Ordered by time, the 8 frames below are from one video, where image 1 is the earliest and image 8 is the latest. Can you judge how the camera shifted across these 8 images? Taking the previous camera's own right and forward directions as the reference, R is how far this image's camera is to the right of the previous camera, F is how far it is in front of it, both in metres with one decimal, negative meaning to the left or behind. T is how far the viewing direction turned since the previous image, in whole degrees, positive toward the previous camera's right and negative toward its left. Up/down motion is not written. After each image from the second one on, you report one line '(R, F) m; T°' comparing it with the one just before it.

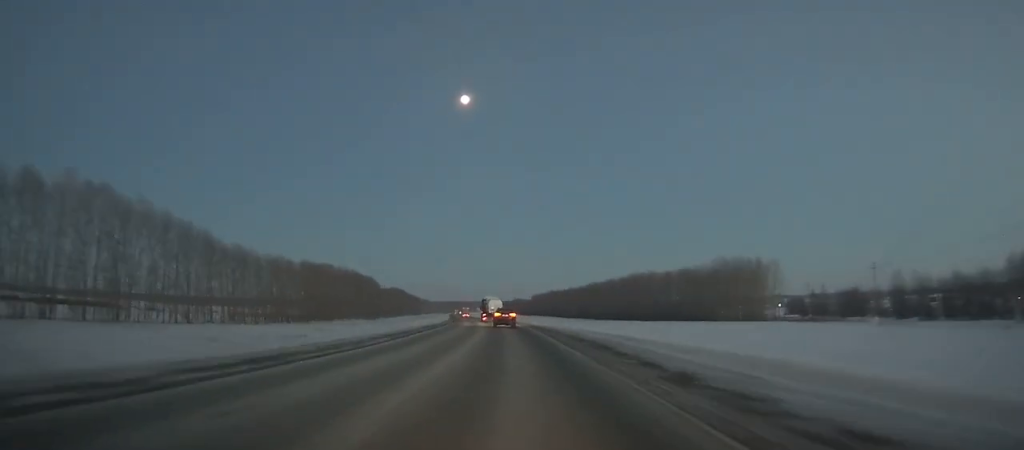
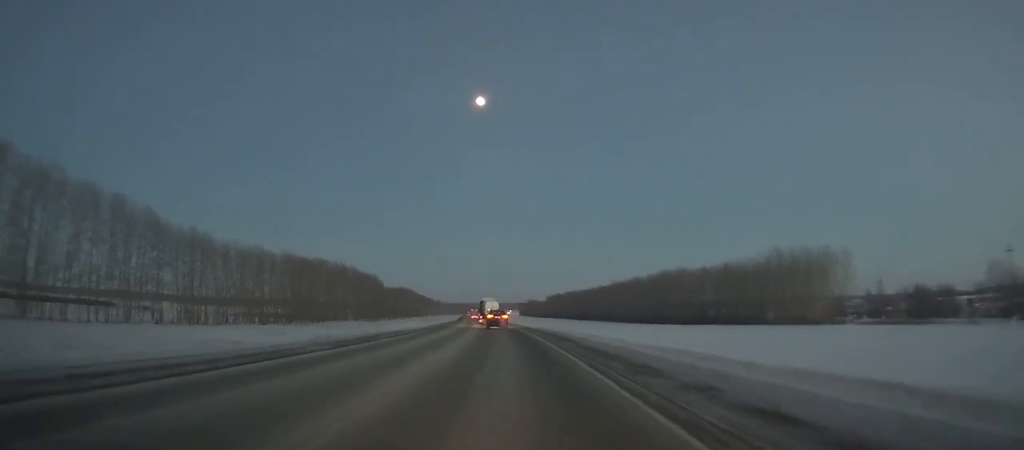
(+0.2, +24.7) m; -1°
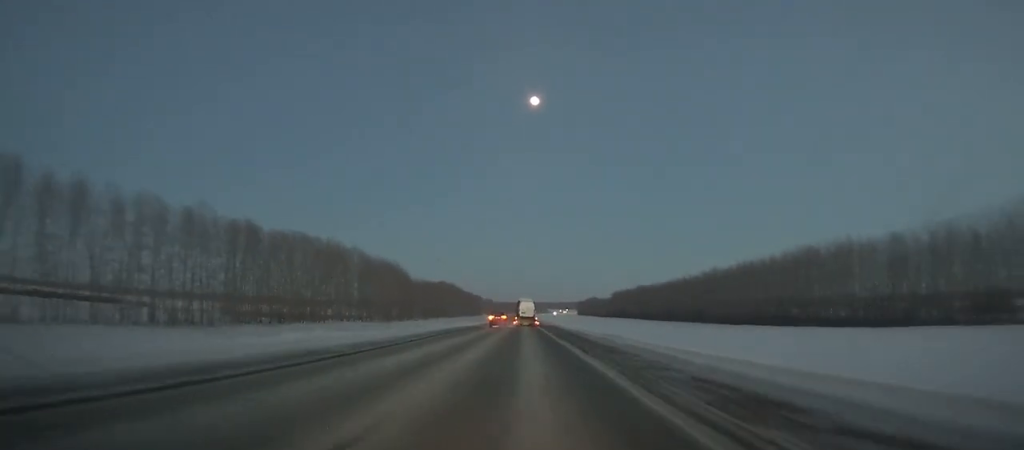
(-2.0, +66.2) m; -3°
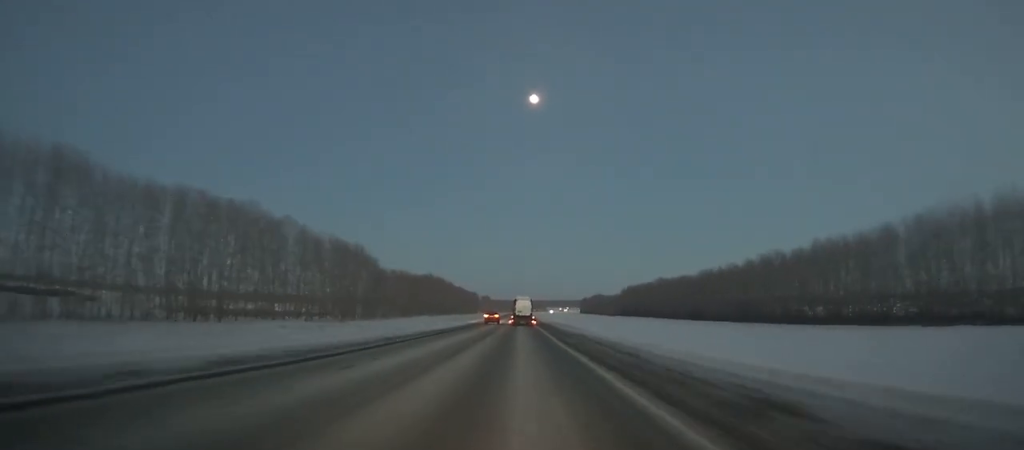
(-1.1, +49.9) m; -2°
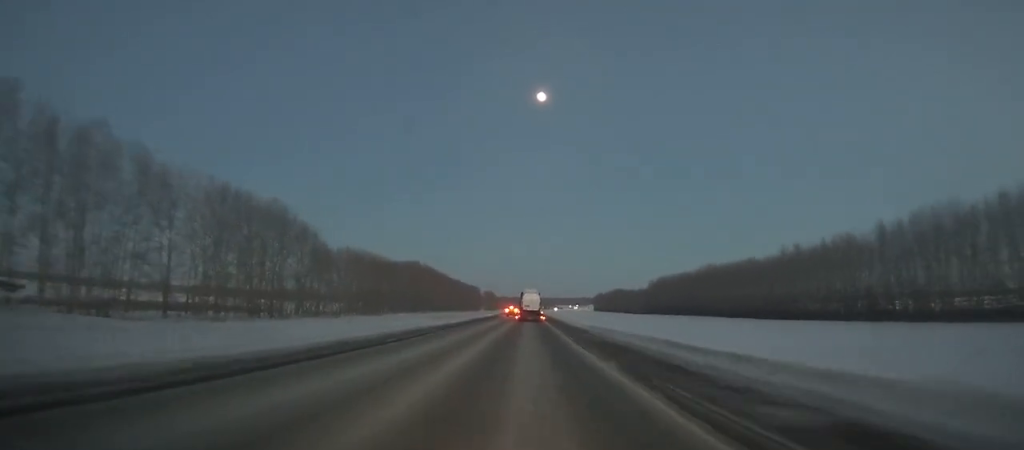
(-0.4, +62.6) m; 0°
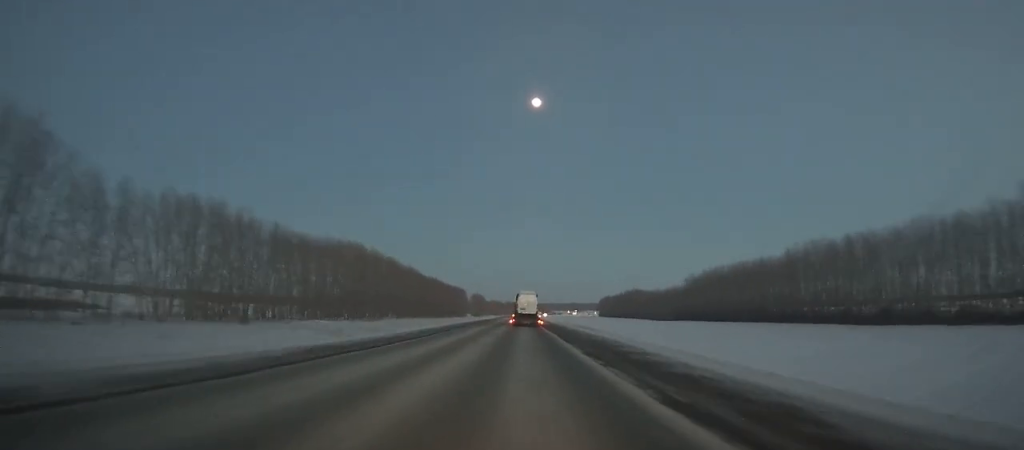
(-0.1, +80.9) m; 0°
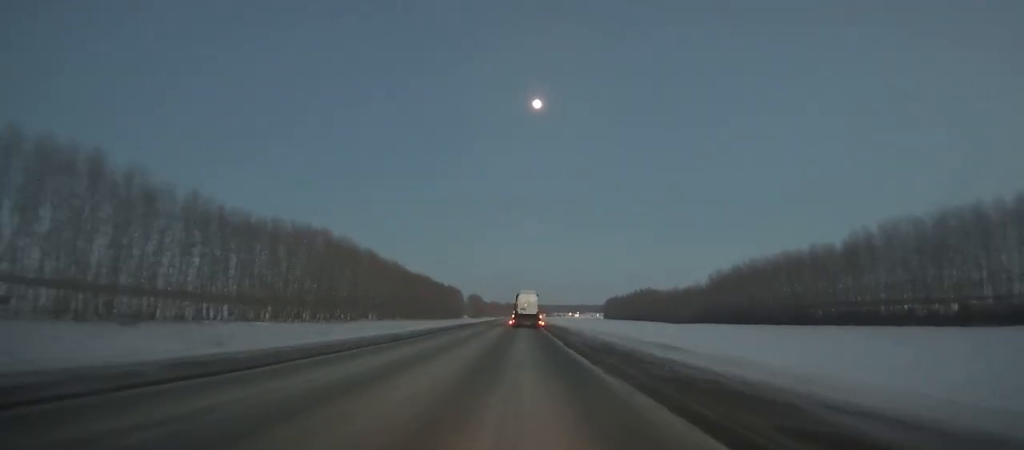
(0.0, +30.8) m; 0°
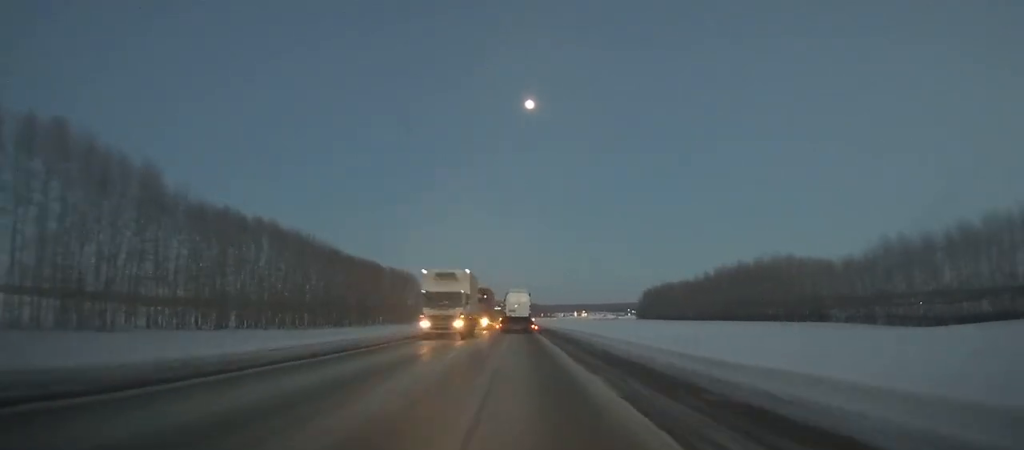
(+0.1, +158.0) m; 0°
